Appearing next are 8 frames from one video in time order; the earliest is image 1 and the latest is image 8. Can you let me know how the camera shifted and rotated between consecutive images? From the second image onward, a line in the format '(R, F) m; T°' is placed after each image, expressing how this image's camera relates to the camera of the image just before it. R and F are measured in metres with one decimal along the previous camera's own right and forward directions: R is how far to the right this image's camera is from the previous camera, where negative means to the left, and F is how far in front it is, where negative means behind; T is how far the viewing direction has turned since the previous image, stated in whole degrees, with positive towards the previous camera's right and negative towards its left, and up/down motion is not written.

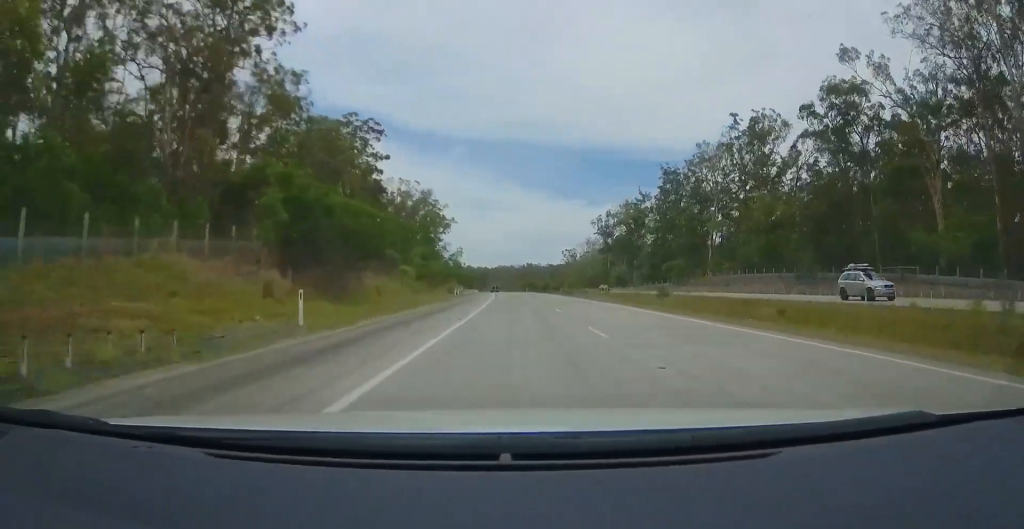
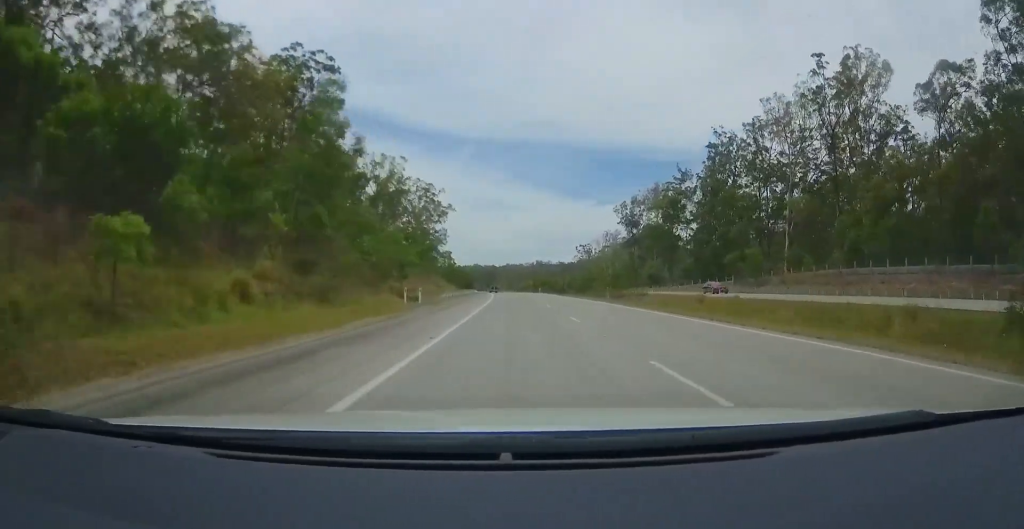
(-0.5, +30.2) m; -1°
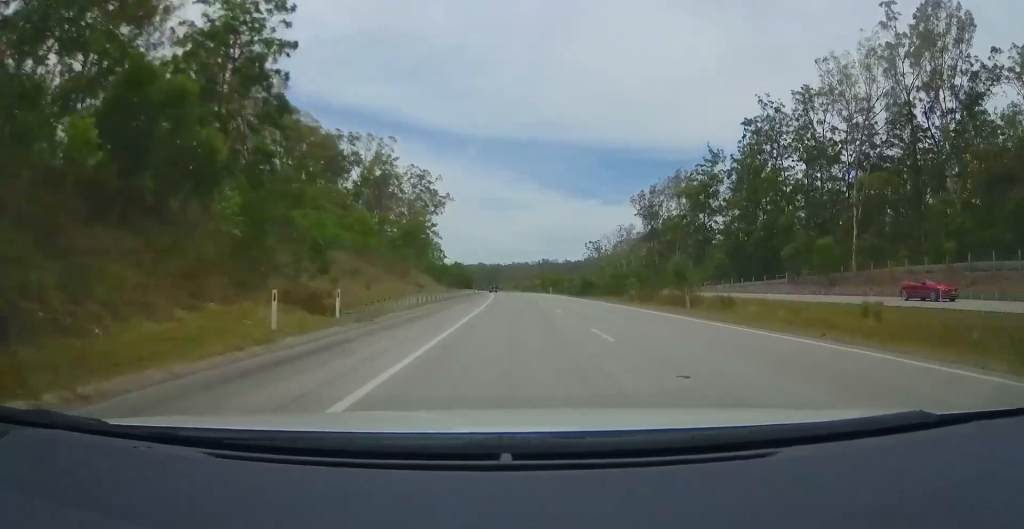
(-0.1, +17.0) m; 0°
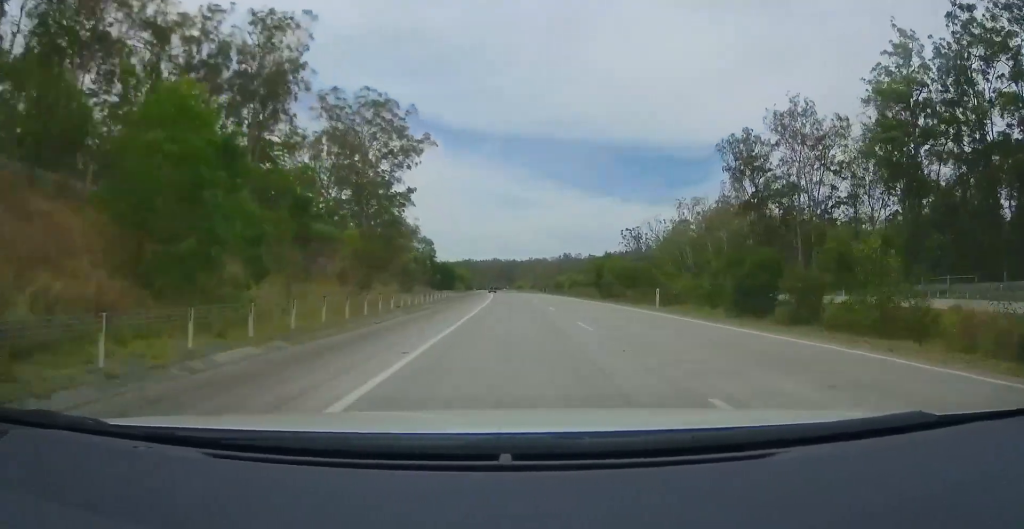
(-1.1, +56.1) m; -2°
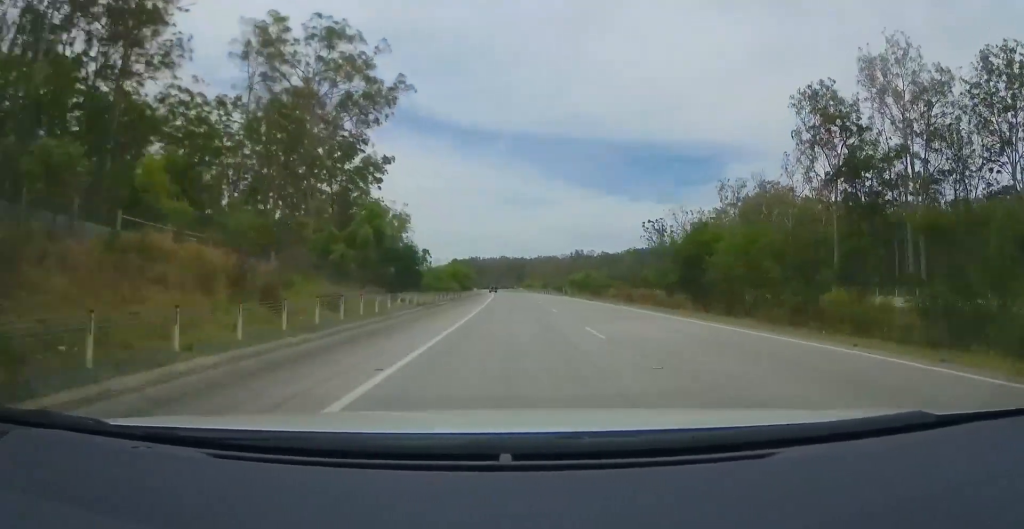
(-0.2, +25.7) m; 0°
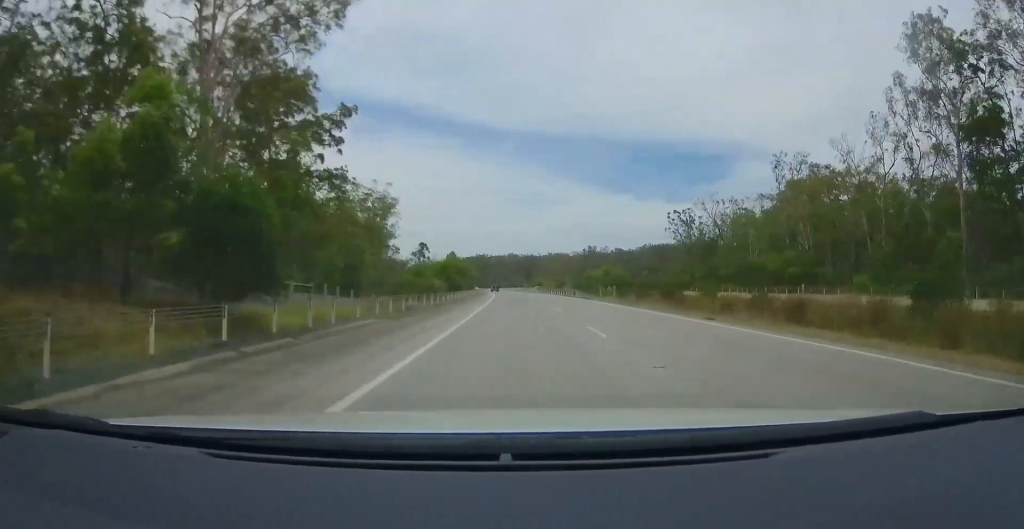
(+0.6, +23.3) m; 0°
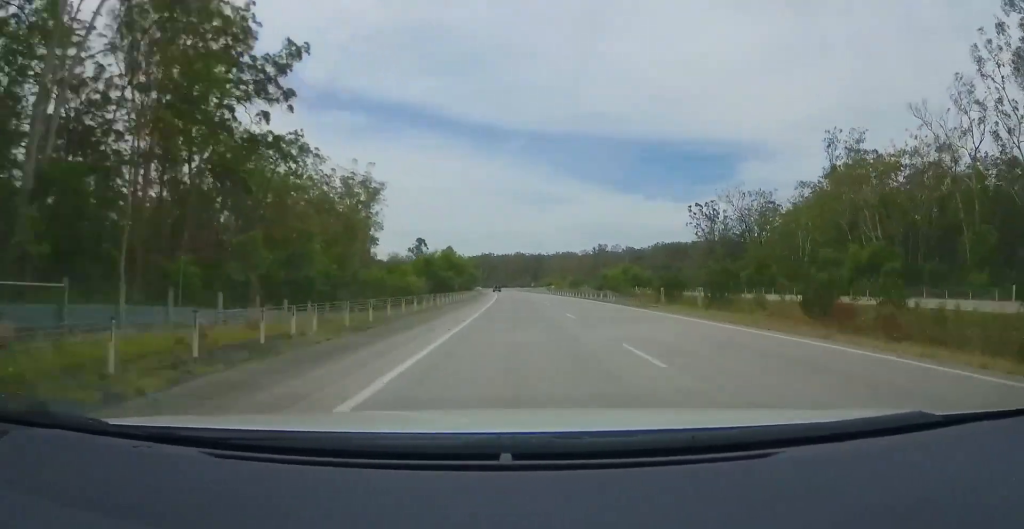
(-0.4, +15.9) m; -1°
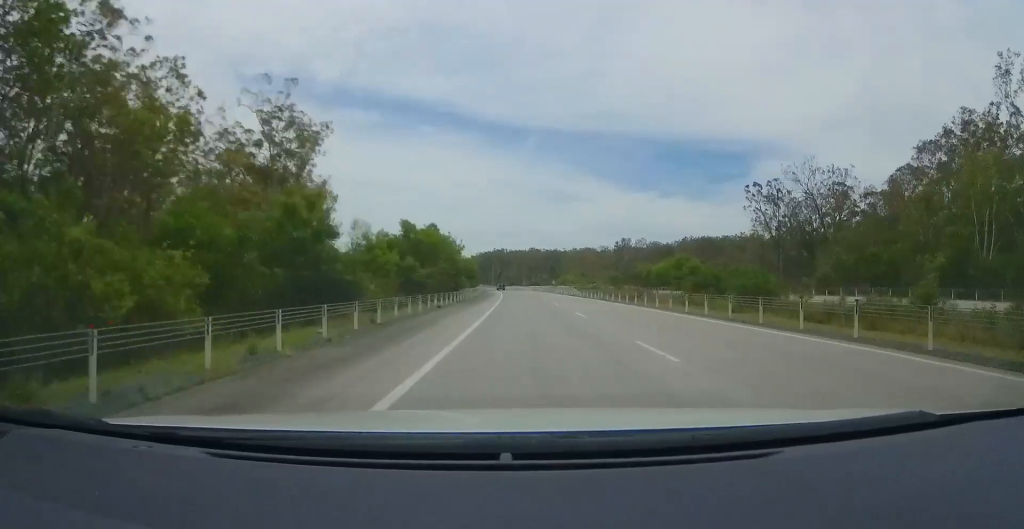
(-0.5, +35.5) m; -1°
